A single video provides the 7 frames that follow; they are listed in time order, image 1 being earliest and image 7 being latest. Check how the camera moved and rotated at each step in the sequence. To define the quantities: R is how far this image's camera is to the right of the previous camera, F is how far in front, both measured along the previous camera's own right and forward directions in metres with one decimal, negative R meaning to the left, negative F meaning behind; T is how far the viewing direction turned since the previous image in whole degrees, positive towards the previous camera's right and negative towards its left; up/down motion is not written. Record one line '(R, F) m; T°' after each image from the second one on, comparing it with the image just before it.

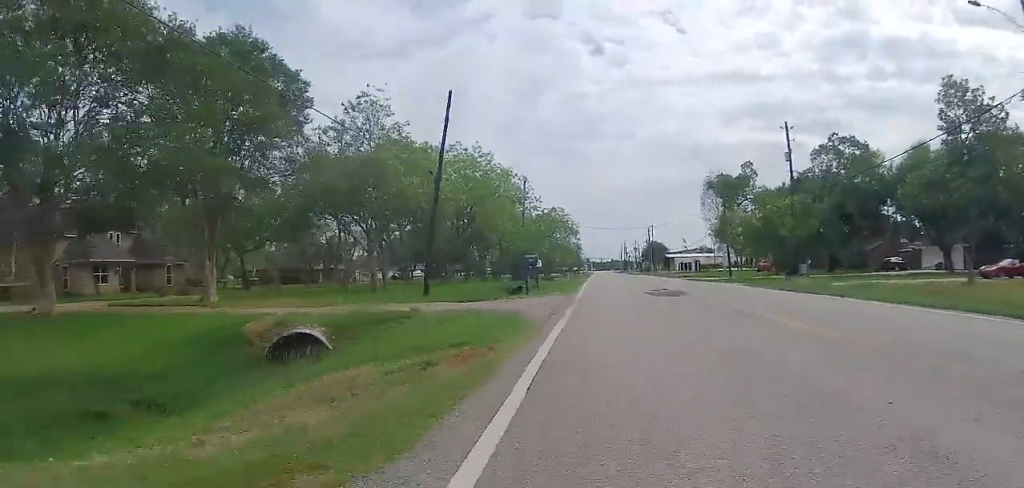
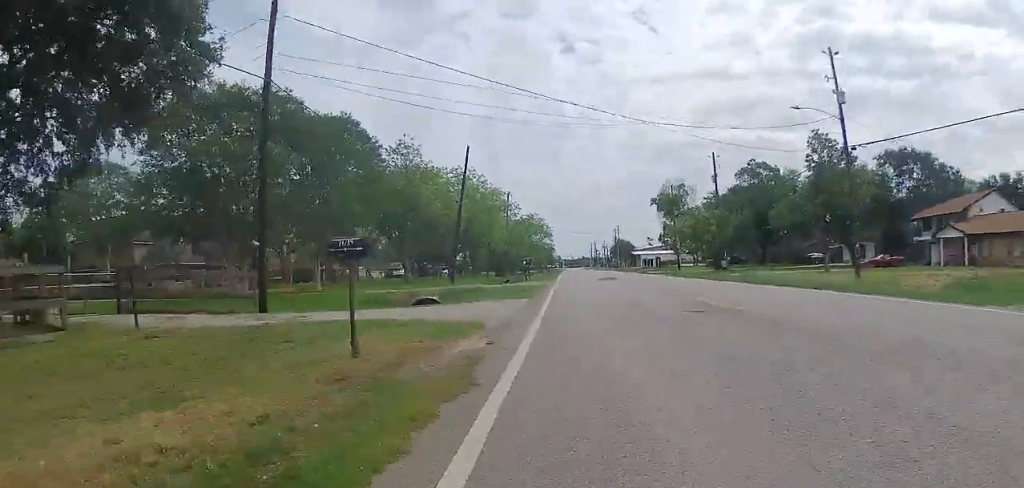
(0.0, +13.4) m; 0°
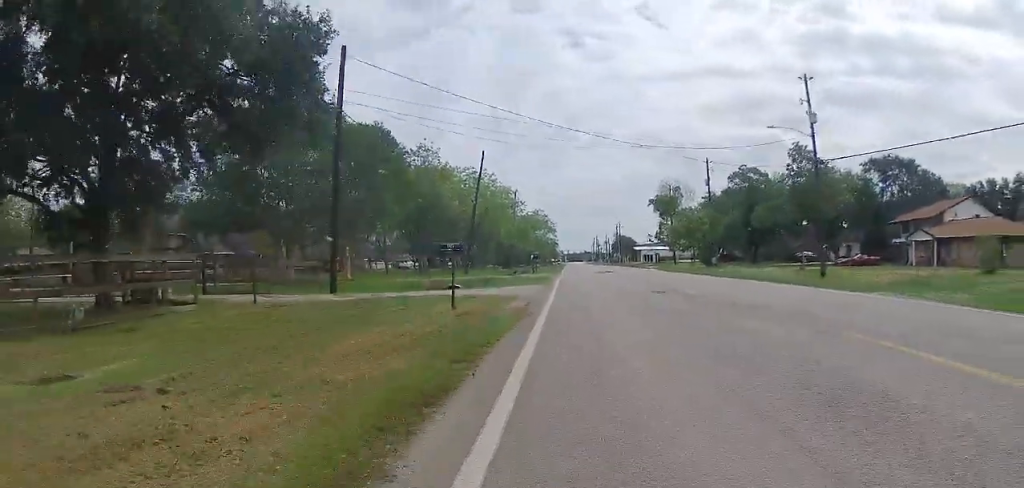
(0.0, +4.5) m; 0°
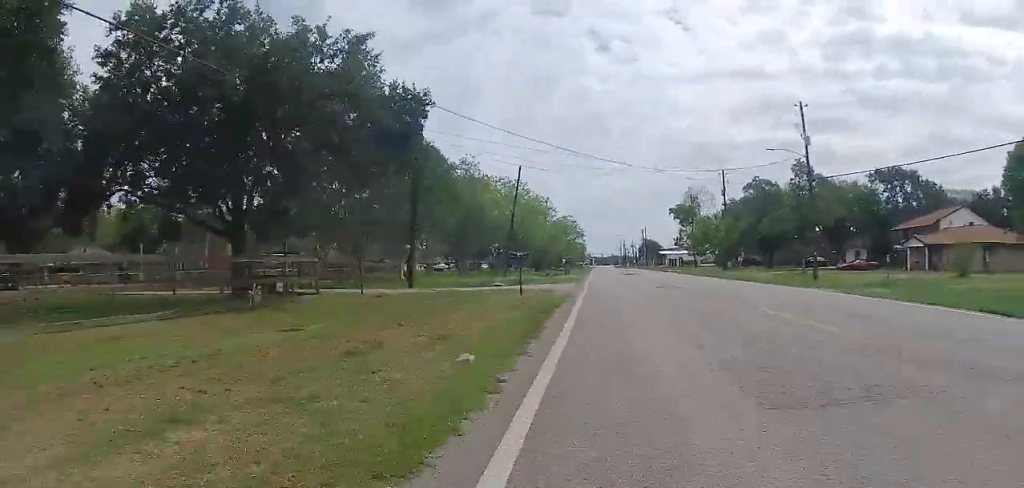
(0.0, +5.2) m; 0°
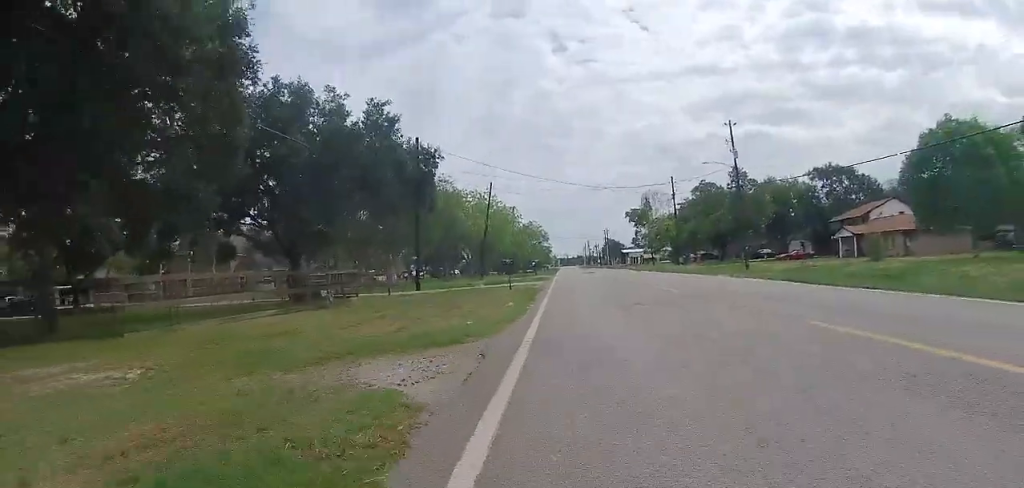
(0.0, +6.8) m; 0°
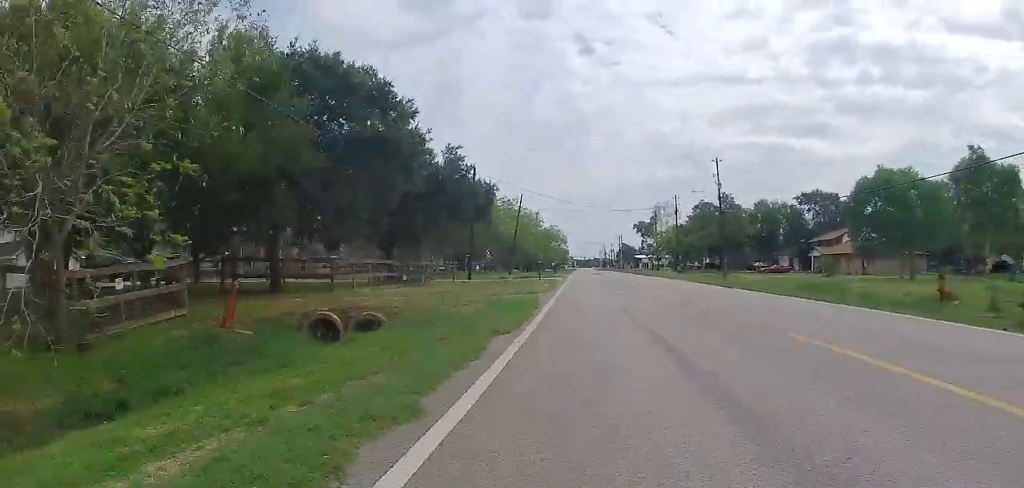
(-0.2, +9.9) m; -4°
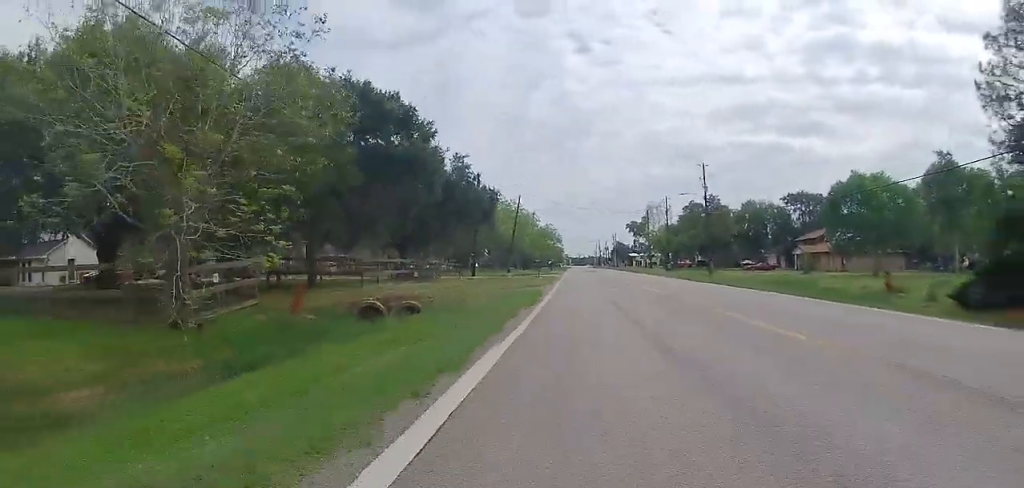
(0.0, +3.2) m; -2°
